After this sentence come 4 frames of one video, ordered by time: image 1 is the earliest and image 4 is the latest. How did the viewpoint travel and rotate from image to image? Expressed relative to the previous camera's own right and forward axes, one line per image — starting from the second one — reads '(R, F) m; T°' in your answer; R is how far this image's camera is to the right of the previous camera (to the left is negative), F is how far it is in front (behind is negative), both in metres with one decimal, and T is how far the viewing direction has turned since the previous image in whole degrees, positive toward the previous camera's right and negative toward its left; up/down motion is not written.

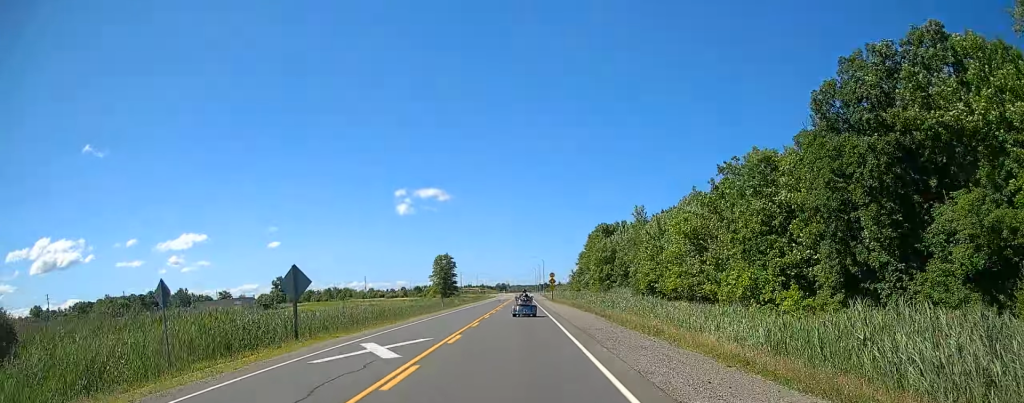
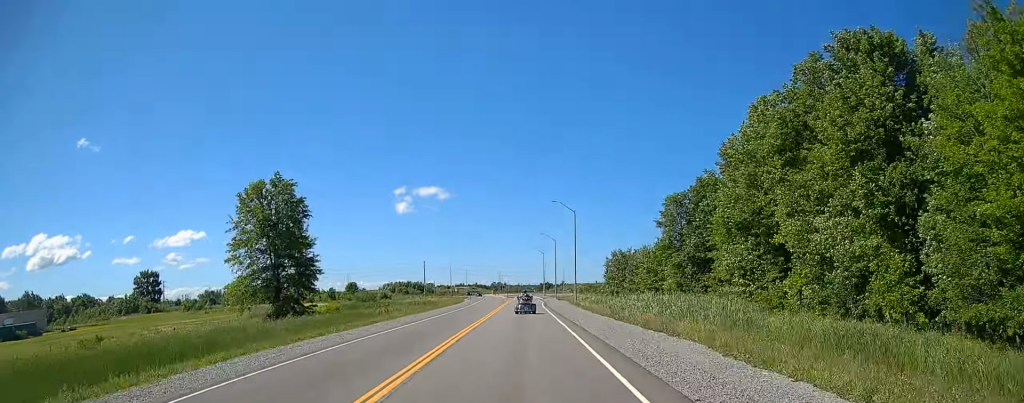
(+0.1, +146.0) m; 0°
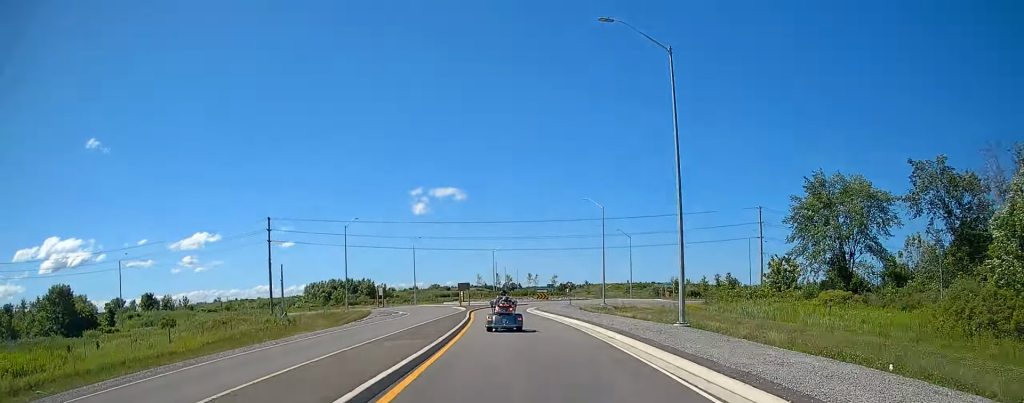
(-0.6, +139.1) m; 0°
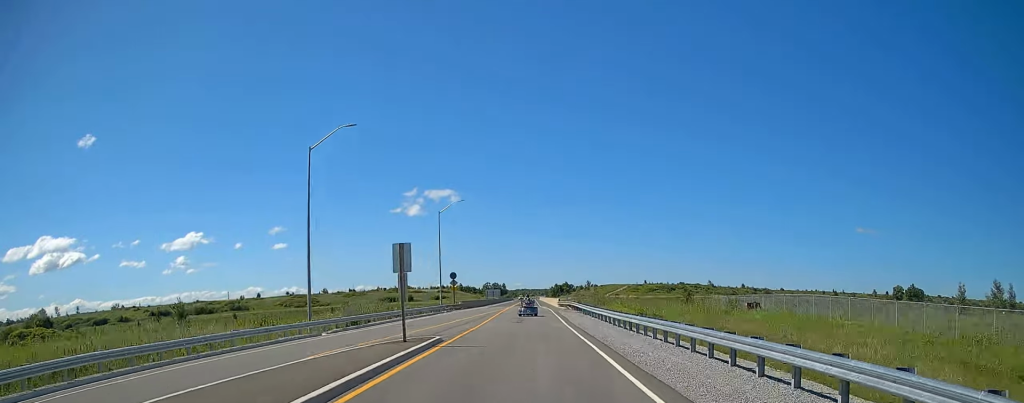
(+1.7, +219.8) m; -1°
